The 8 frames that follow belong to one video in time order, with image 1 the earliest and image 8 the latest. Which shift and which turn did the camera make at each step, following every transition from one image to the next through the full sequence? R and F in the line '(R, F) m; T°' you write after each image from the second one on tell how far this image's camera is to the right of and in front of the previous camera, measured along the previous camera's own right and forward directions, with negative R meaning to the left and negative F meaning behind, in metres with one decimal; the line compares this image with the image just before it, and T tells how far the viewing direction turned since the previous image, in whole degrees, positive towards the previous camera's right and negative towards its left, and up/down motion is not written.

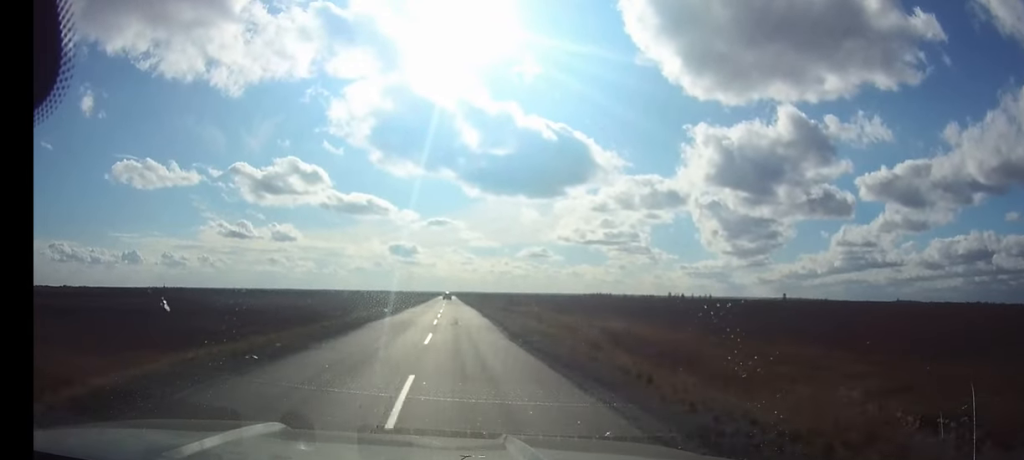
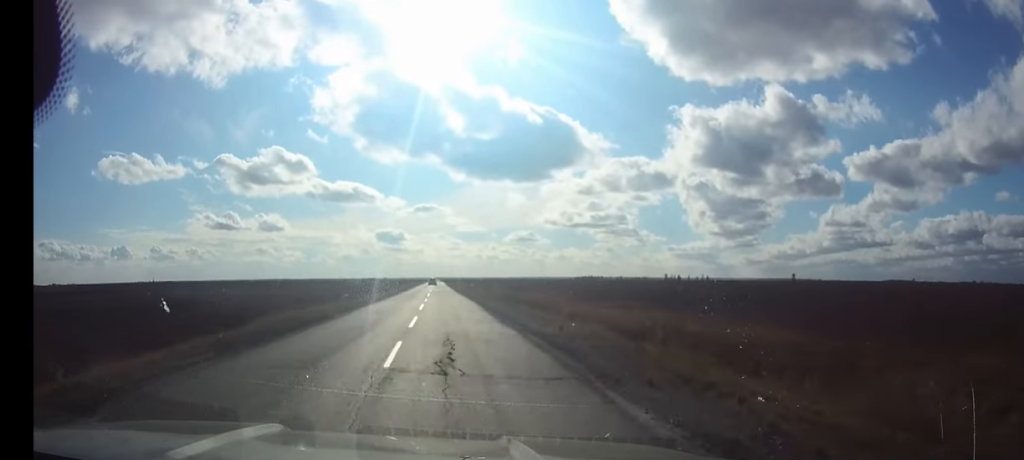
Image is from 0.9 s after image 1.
(0.0, +17.9) m; 0°
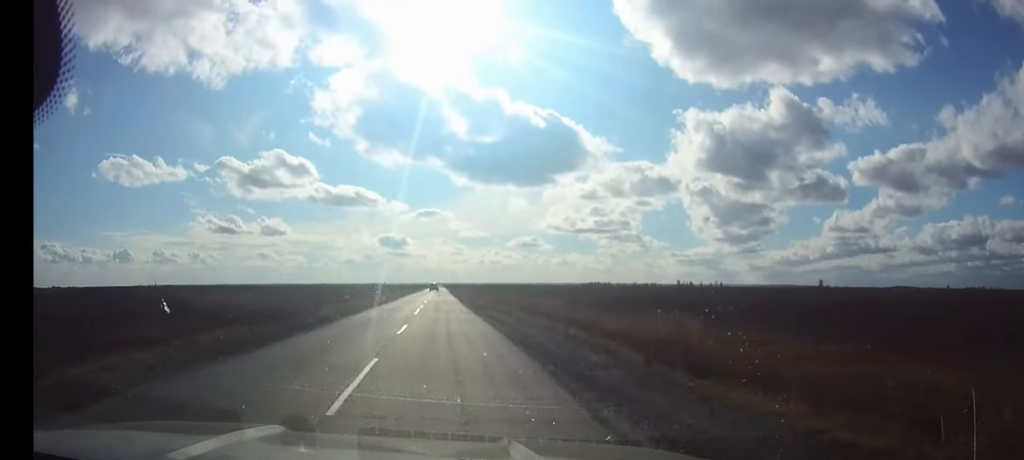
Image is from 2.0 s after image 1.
(-0.1, +21.0) m; -1°
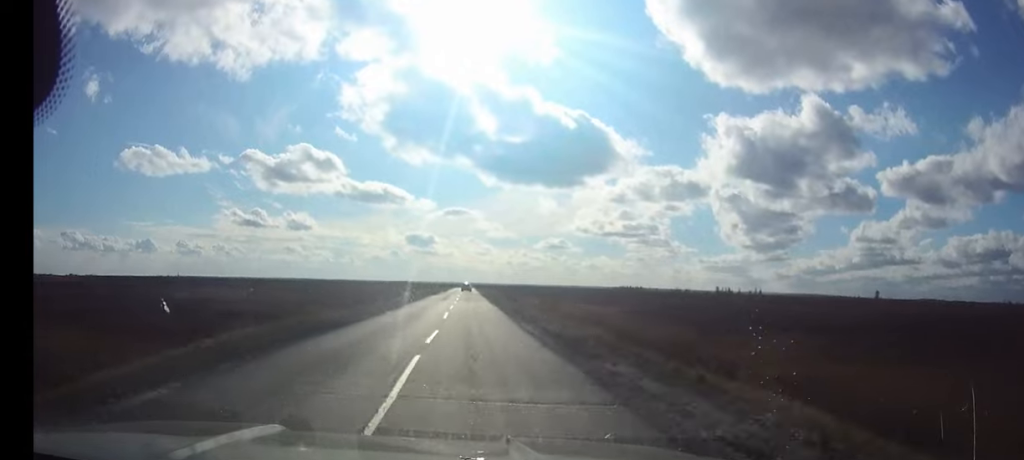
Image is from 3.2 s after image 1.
(-0.2, +21.6) m; 0°
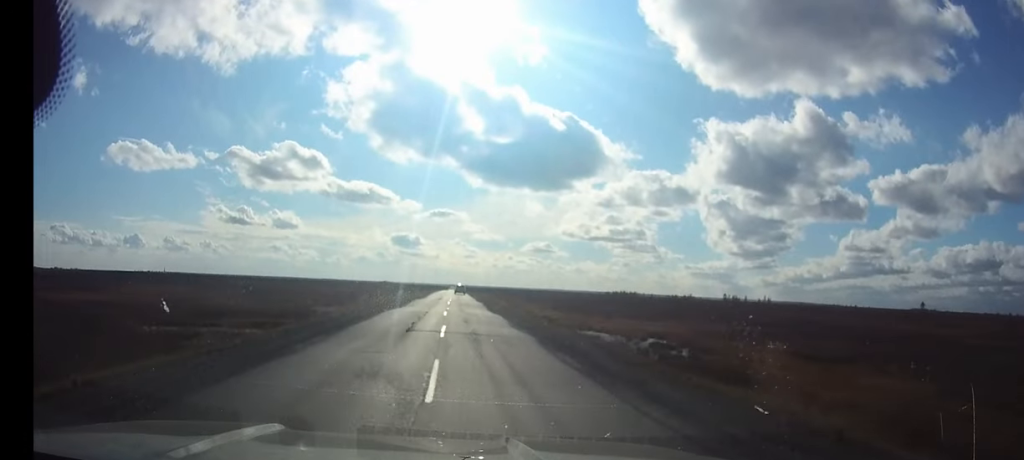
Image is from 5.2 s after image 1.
(+0.2, +34.6) m; +1°
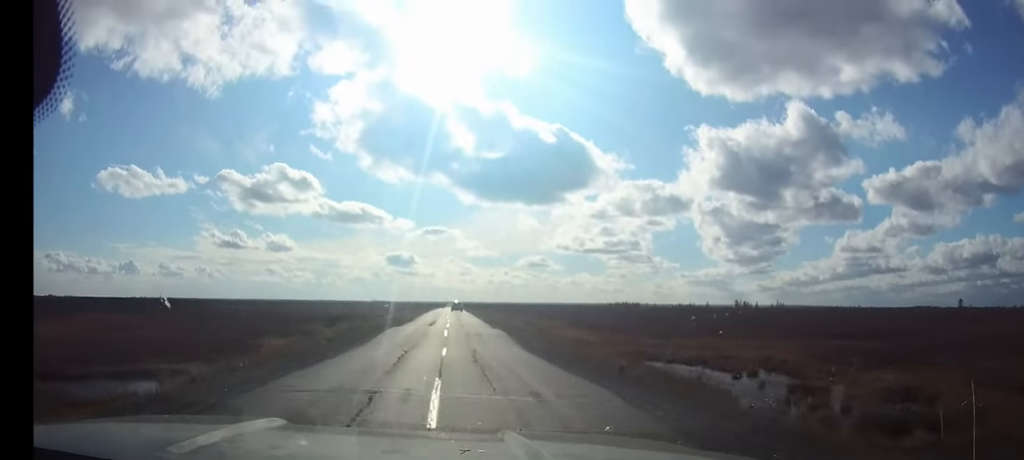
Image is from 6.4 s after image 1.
(+0.1, +20.4) m; +1°
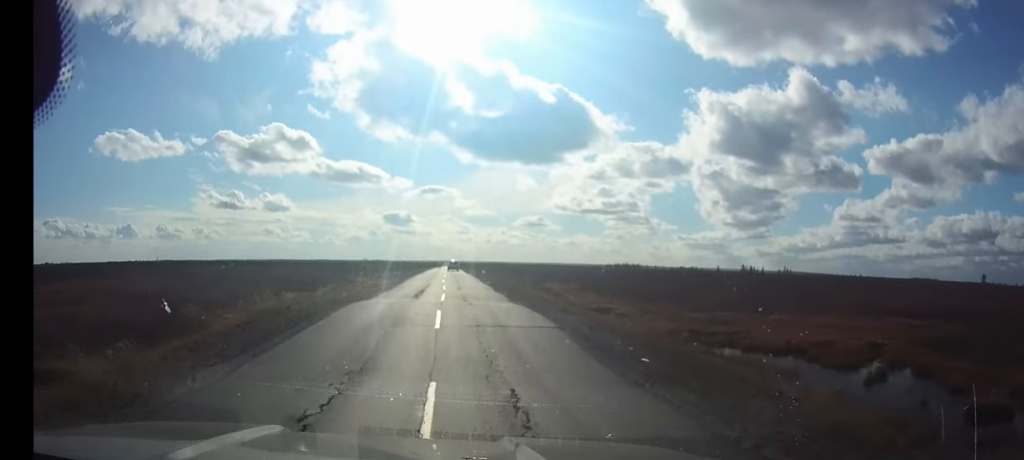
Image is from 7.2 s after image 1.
(0.0, +12.1) m; 0°
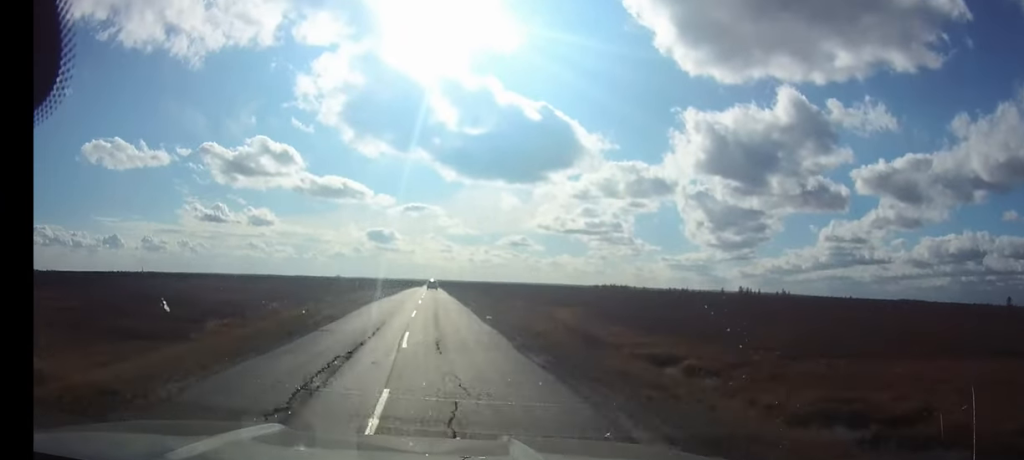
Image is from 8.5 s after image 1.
(+0.2, +19.0) m; 0°
